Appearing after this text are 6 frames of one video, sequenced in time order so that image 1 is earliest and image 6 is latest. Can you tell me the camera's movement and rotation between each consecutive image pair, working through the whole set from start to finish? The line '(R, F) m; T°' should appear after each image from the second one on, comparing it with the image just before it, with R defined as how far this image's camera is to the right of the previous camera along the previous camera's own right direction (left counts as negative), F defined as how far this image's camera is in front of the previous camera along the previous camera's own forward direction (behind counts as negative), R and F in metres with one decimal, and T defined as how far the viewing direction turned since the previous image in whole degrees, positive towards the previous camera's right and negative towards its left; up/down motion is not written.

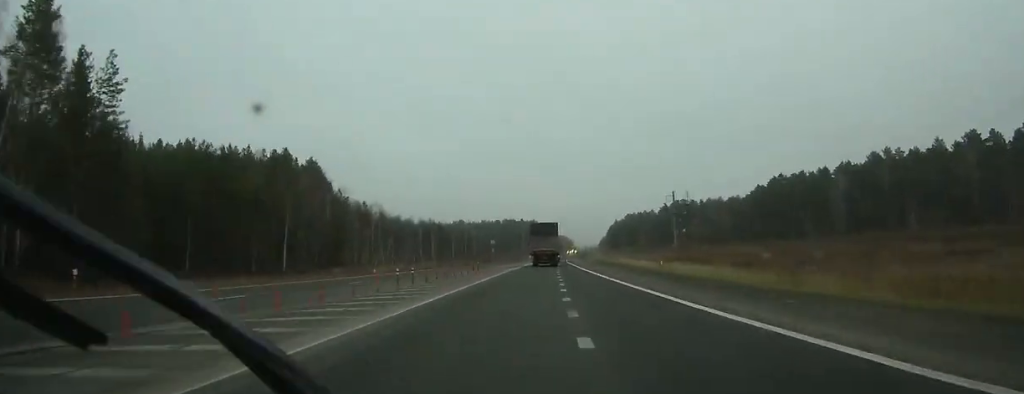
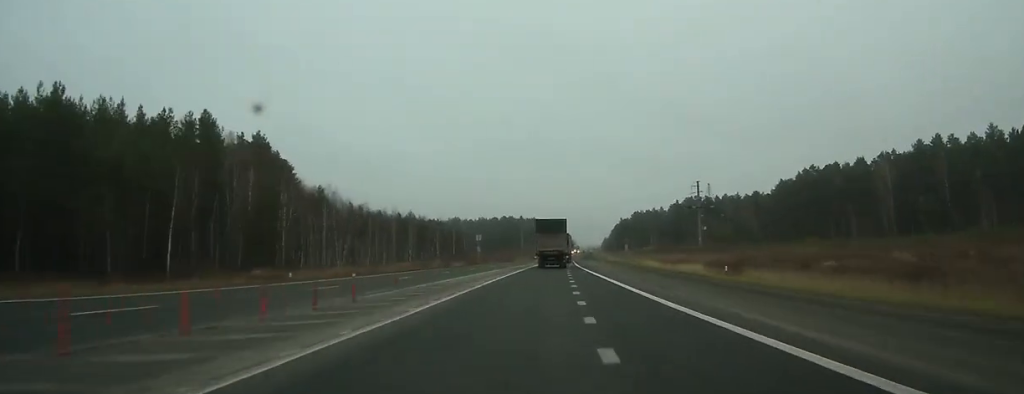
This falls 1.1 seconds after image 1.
(-0.1, +27.2) m; 0°
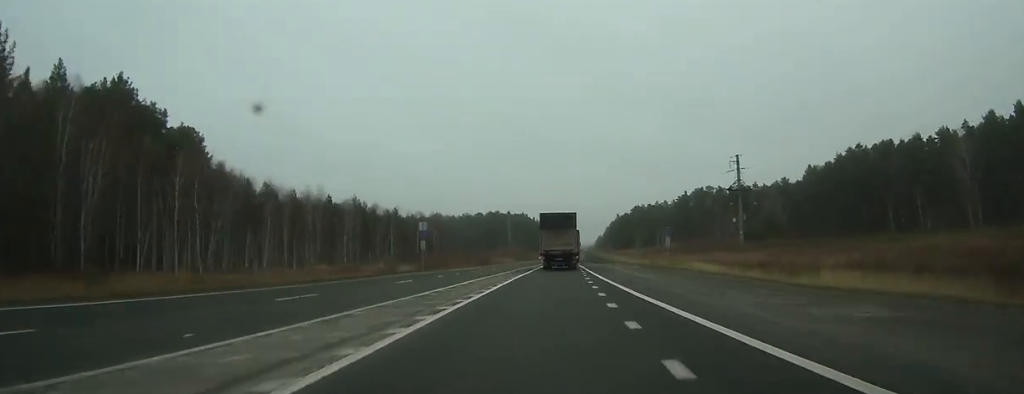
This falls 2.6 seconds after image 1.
(0.0, +38.2) m; 0°
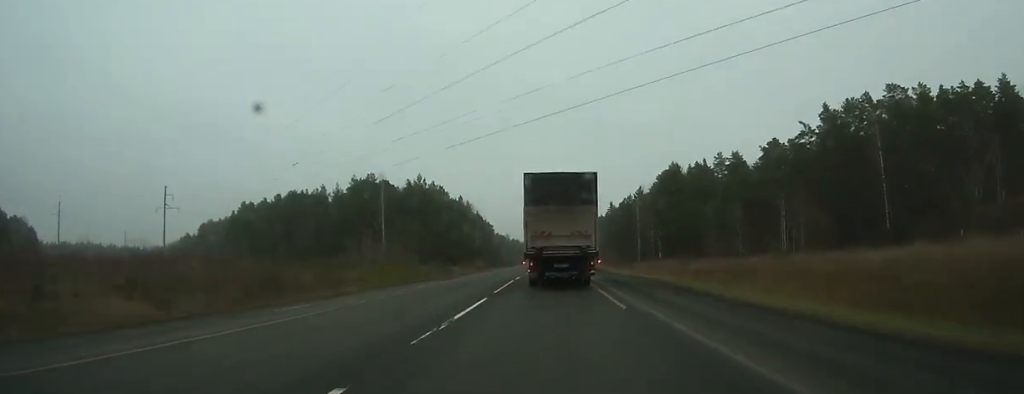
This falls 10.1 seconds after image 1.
(+6.7, +172.7) m; +4°
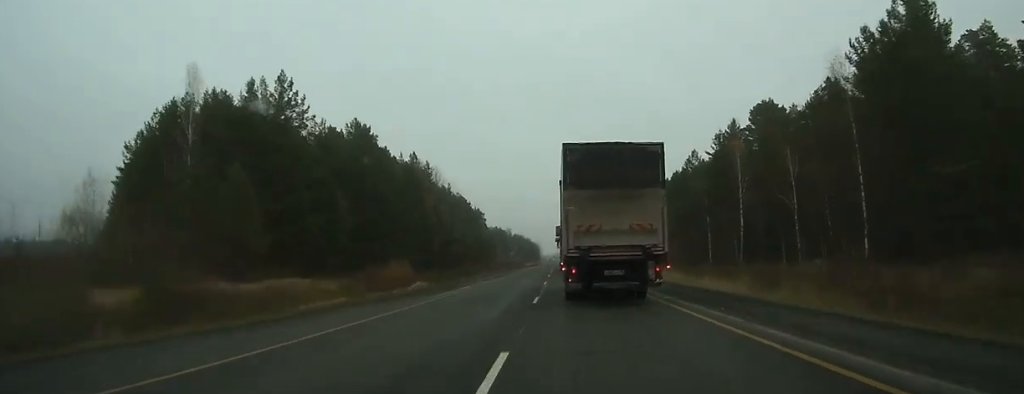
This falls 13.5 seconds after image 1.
(-0.9, +77.7) m; -1°
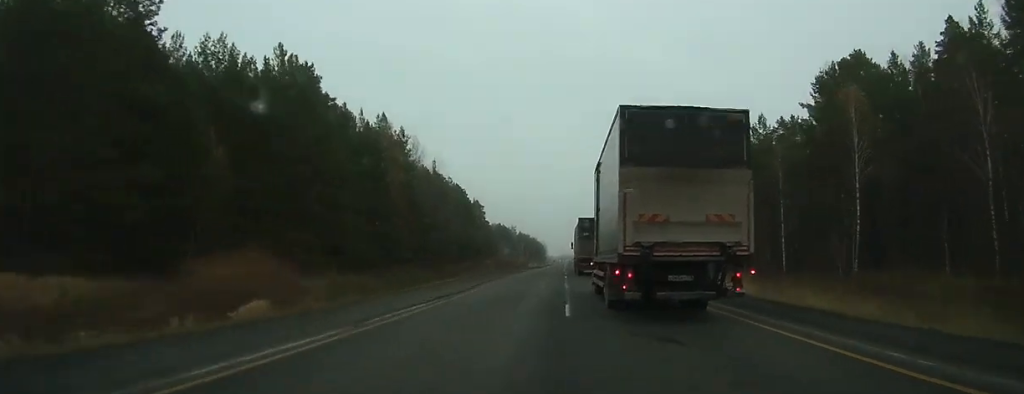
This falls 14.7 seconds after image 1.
(-0.1, +28.4) m; 0°
